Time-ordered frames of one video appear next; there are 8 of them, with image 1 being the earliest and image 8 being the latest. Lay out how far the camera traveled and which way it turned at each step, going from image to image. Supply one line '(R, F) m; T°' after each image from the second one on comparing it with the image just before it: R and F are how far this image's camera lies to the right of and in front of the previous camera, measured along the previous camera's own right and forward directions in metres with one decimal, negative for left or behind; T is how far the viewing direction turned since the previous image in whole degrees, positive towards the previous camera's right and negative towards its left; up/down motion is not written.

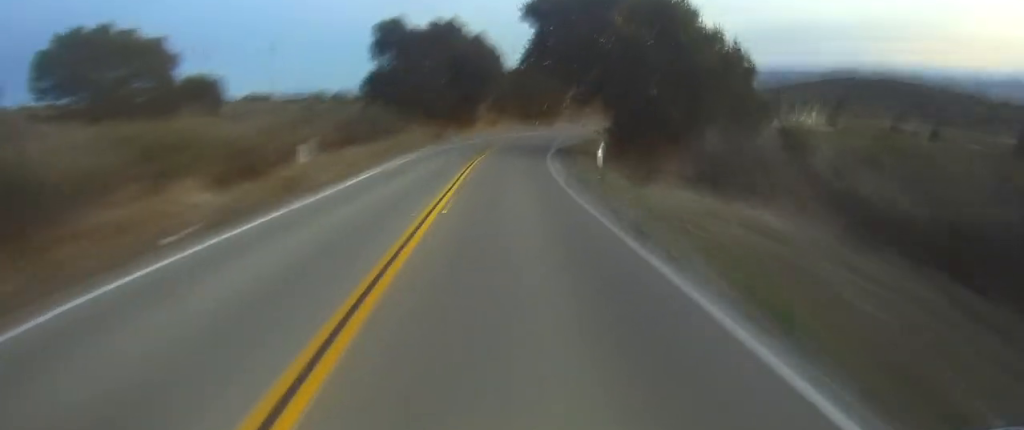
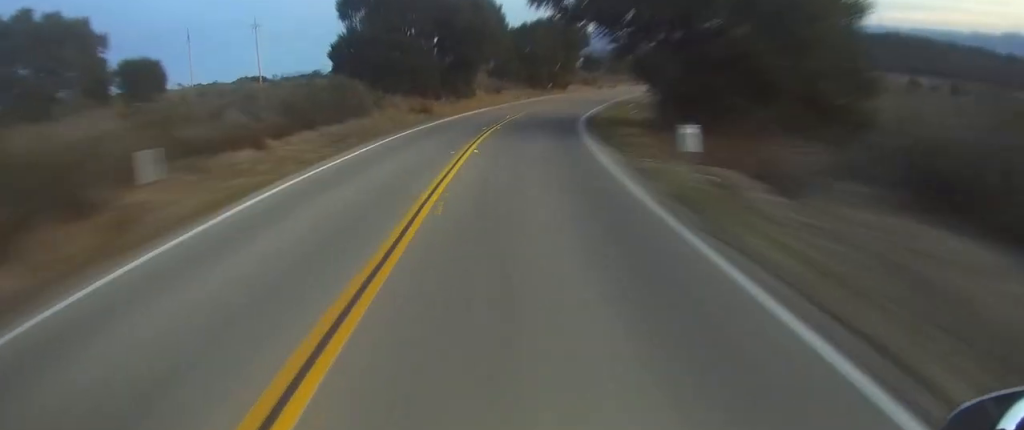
(+0.1, +12.5) m; 0°
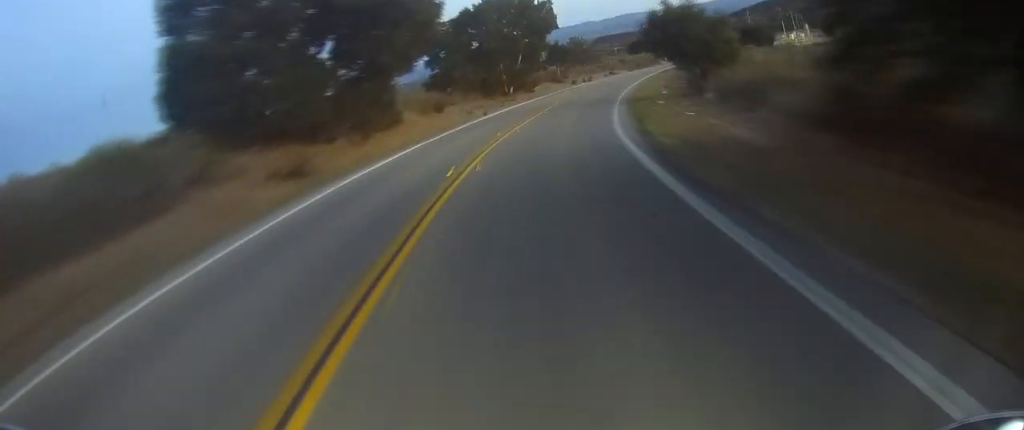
(-0.3, +20.5) m; +1°
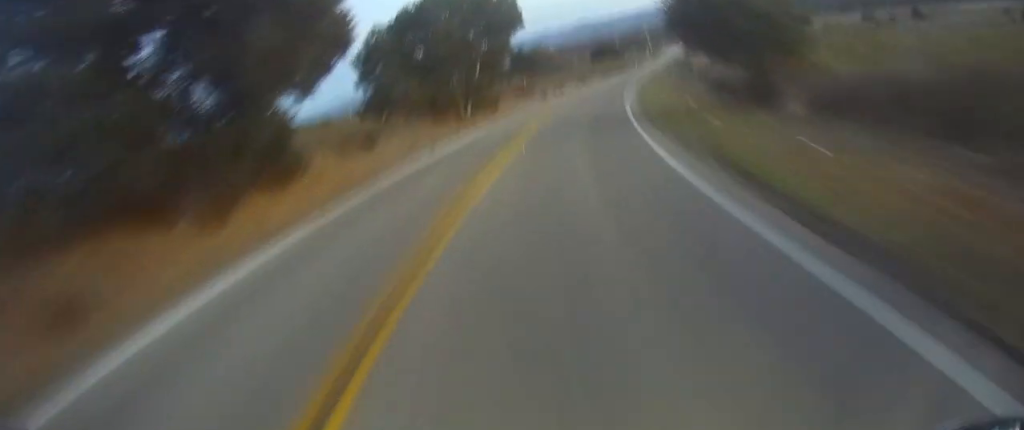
(+0.4, +12.3) m; +1°
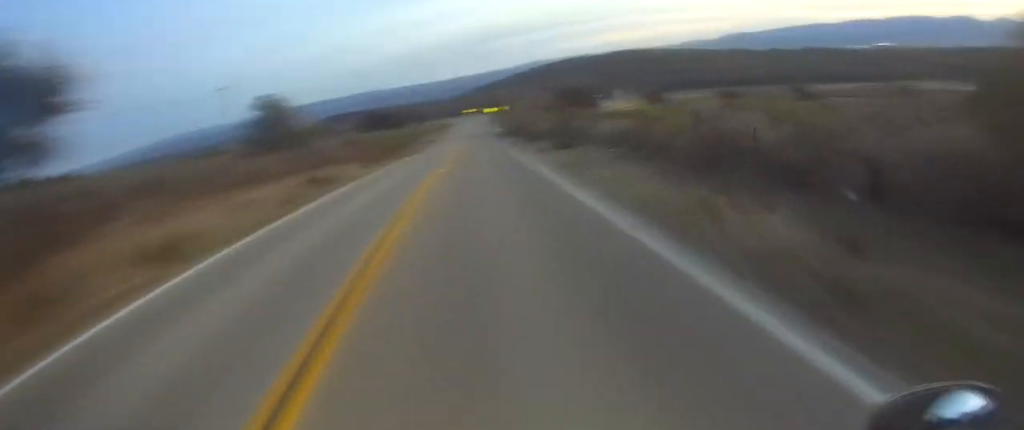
(+6.4, +50.2) m; +21°
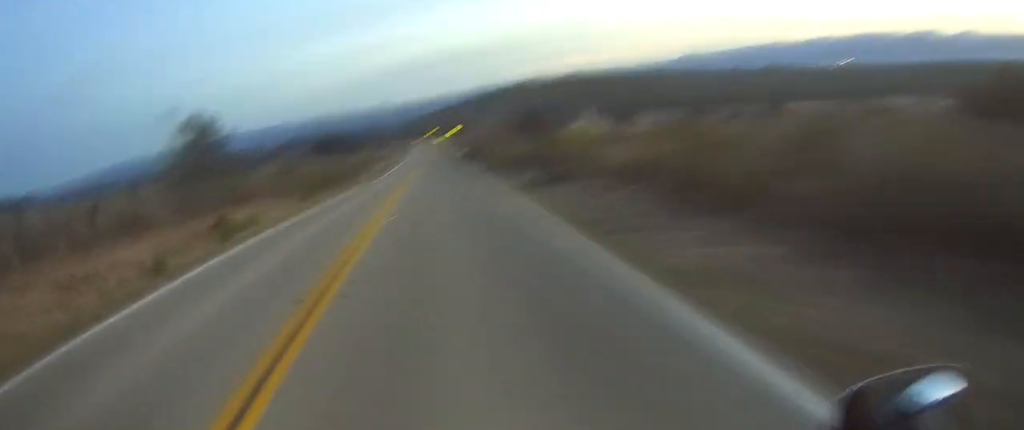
(+0.7, +9.4) m; +4°
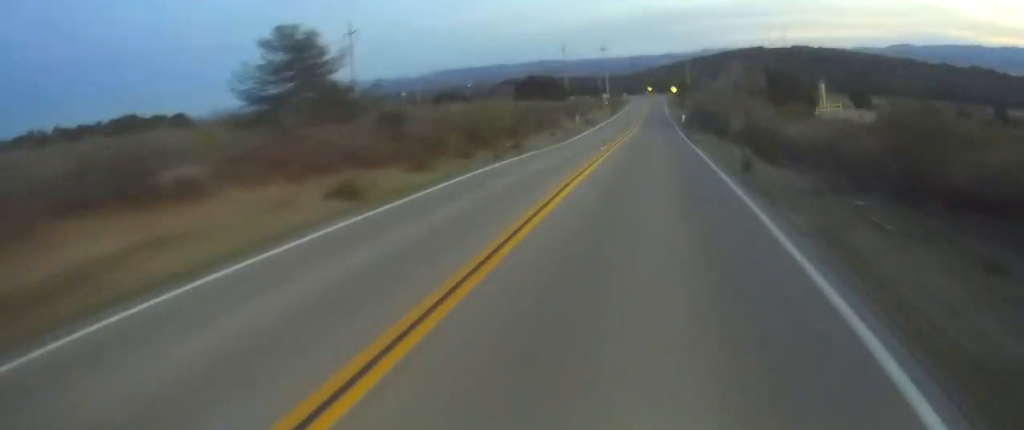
(+1.3, +20.6) m; +4°
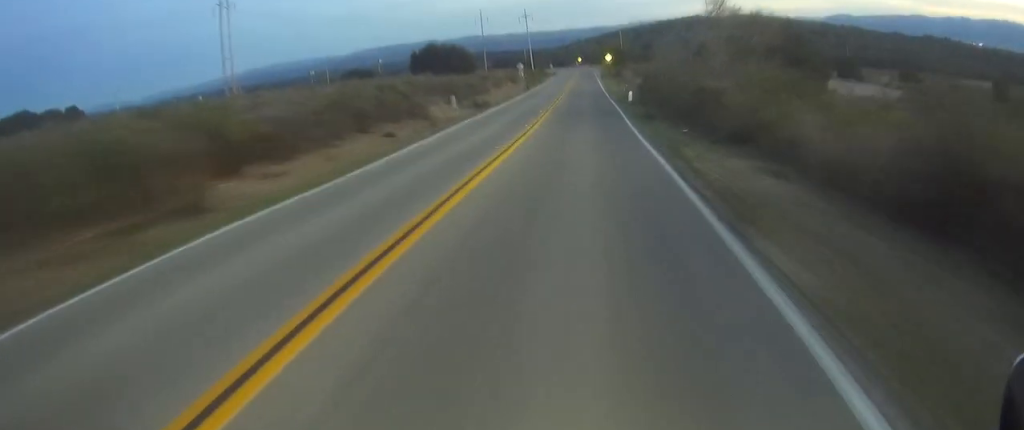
(+0.1, +25.9) m; 0°
